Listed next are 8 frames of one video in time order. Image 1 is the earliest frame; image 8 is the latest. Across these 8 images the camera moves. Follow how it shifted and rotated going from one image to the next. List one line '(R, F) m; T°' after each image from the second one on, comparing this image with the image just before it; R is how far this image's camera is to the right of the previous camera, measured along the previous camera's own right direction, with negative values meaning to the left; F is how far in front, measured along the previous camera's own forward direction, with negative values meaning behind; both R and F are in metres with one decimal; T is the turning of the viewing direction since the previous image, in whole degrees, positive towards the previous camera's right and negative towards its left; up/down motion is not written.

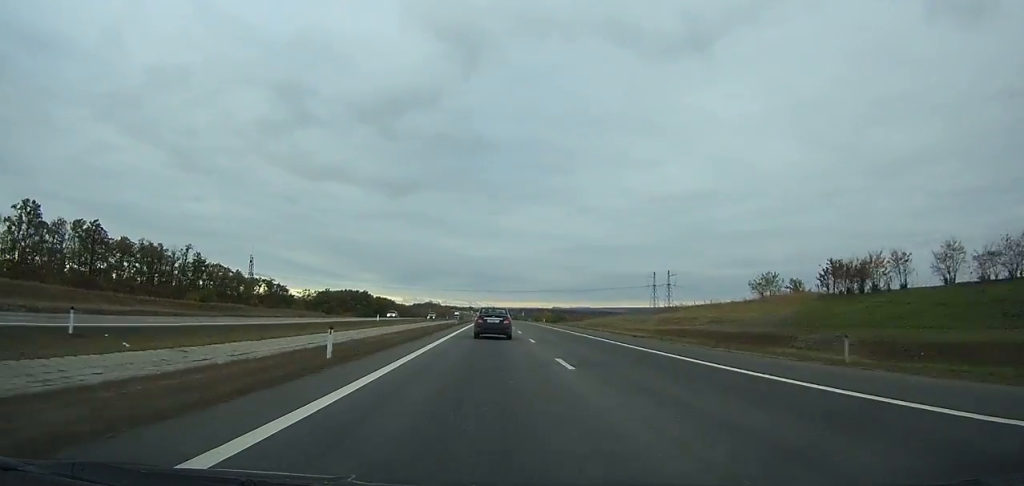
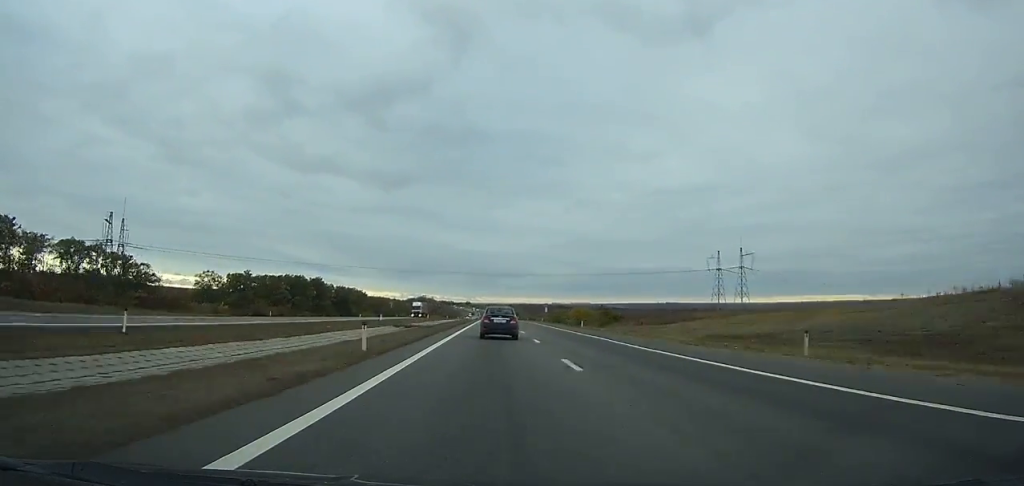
(0.0, +95.3) m; 0°
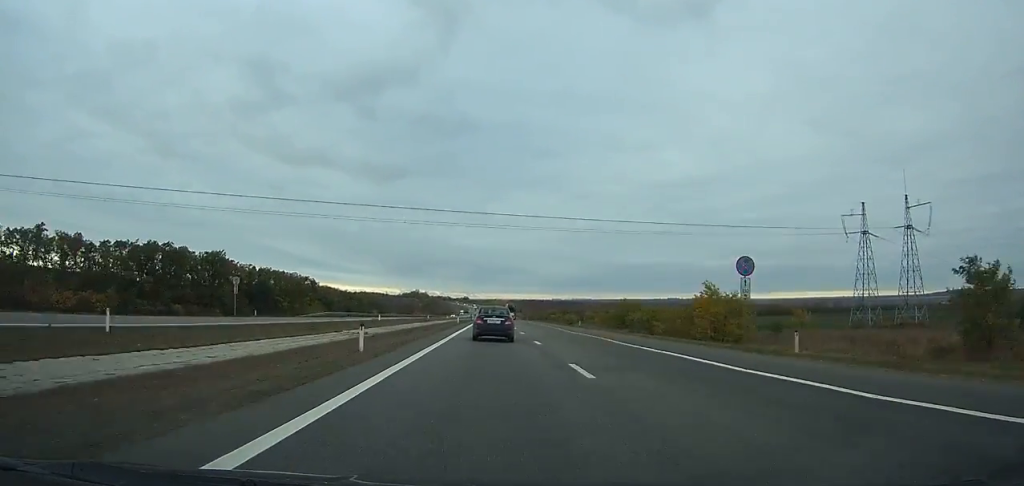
(-0.1, +97.6) m; 0°
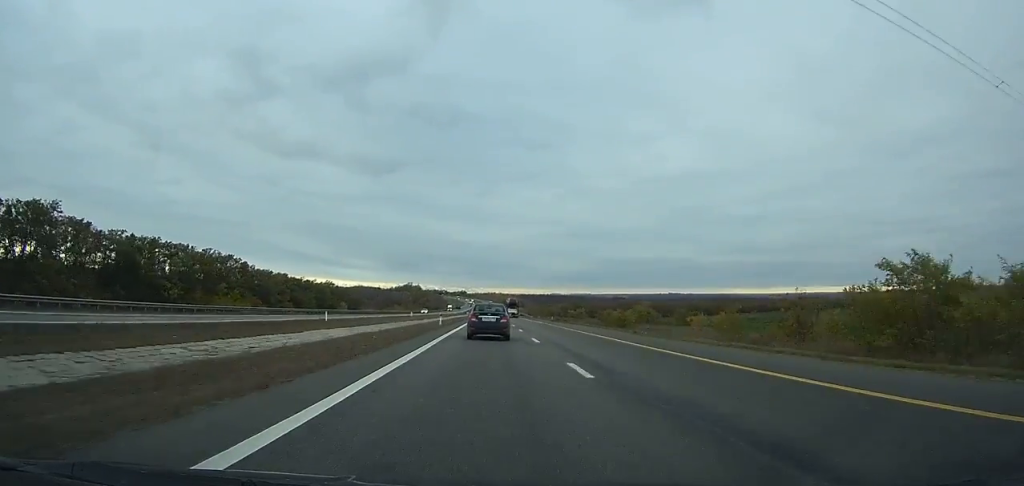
(-0.1, +71.4) m; 0°
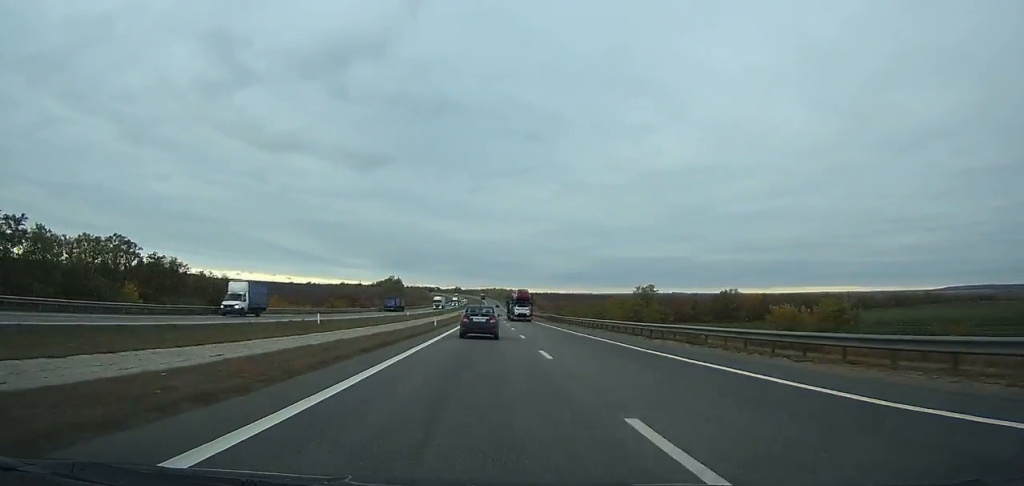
(+0.4, +164.1) m; 0°
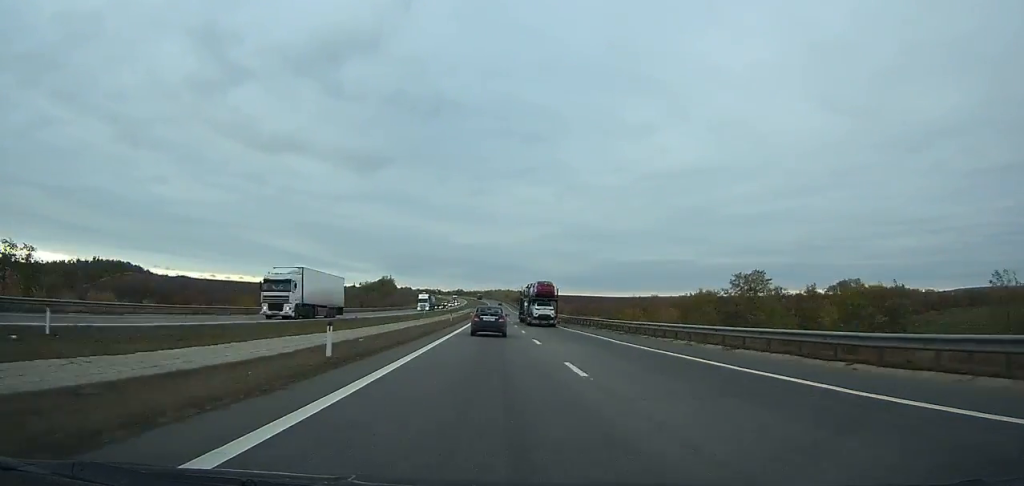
(+0.1, +78.1) m; 0°
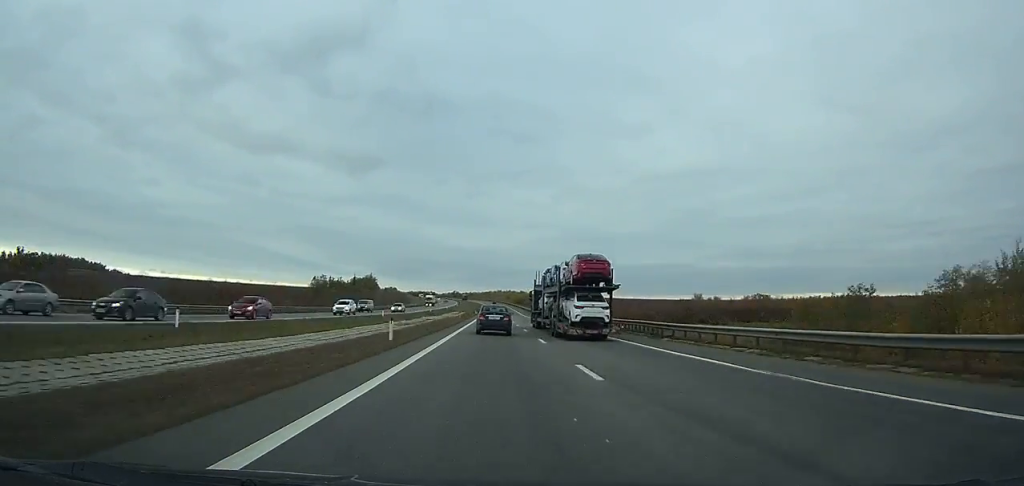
(-0.3, +84.2) m; 0°
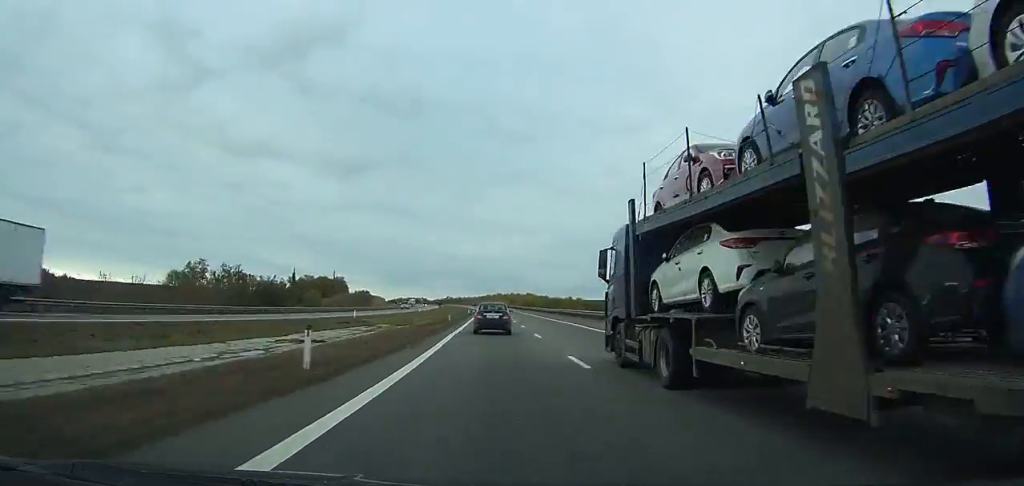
(-0.3, +103.0) m; 0°
